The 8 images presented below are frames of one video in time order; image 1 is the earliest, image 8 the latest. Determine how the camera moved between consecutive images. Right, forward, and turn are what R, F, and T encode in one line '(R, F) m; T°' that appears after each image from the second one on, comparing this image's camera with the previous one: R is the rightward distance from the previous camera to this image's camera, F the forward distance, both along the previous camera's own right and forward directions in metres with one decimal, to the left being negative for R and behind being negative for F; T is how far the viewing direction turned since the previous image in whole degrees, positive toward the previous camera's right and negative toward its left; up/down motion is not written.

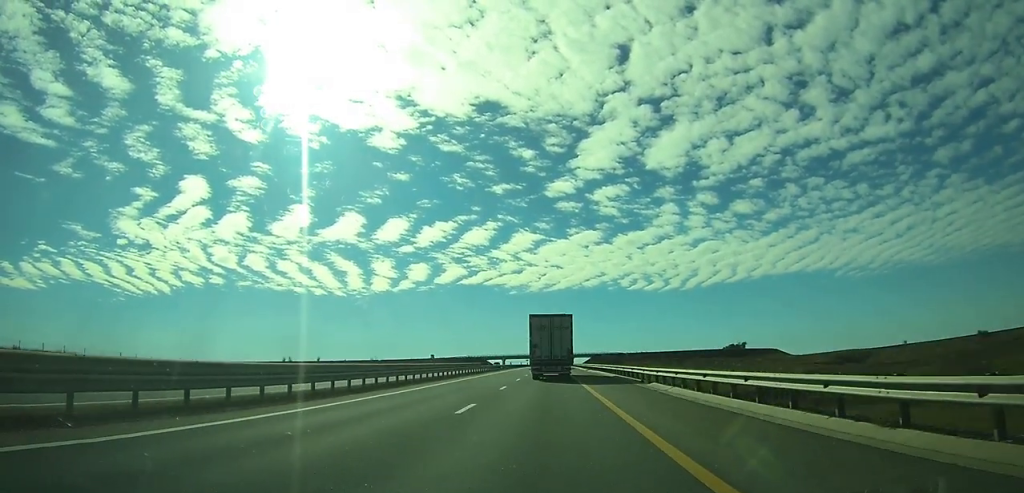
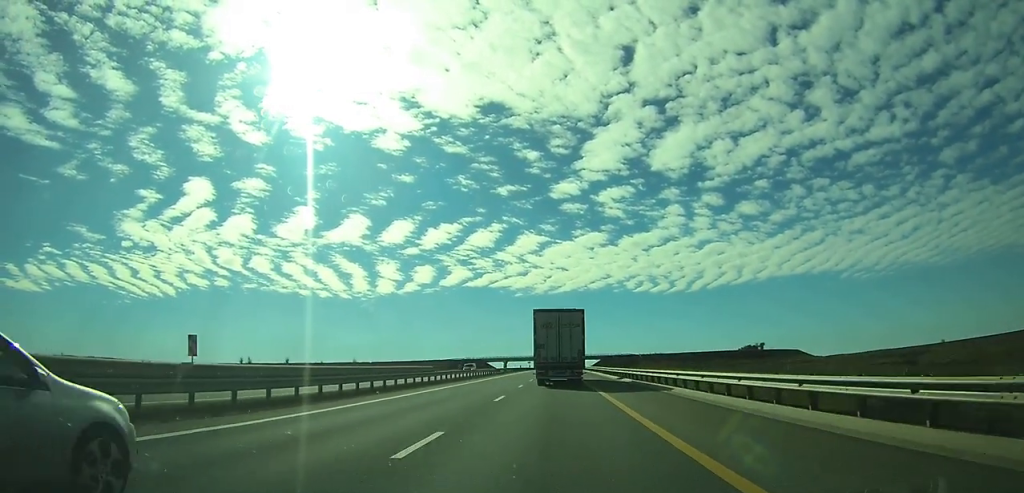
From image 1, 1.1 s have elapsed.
(-0.1, +30.6) m; 0°
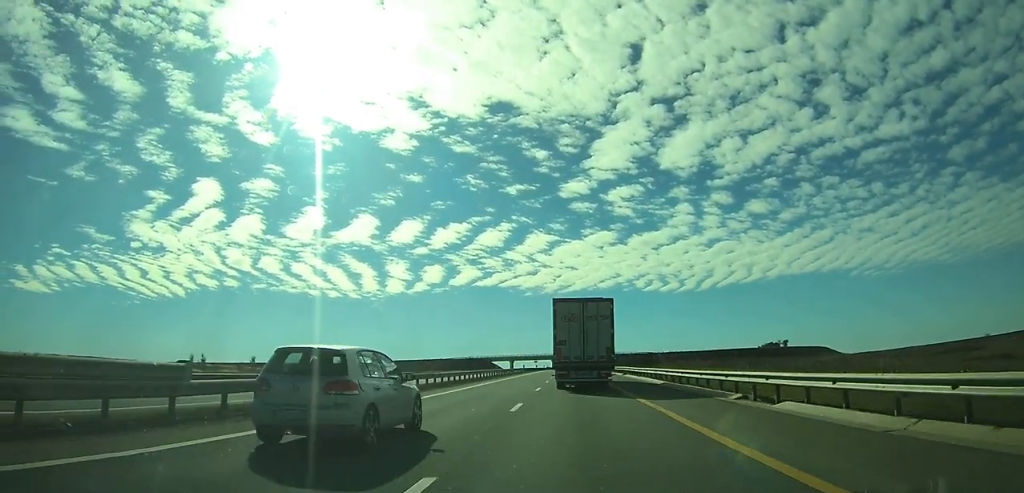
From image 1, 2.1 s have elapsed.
(0.0, +28.5) m; -1°
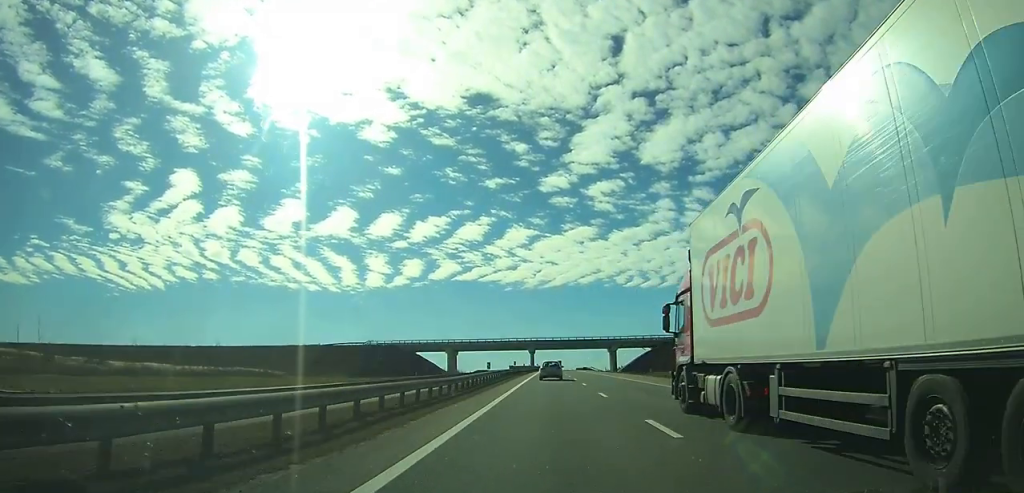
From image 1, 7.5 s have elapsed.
(+0.2, +150.0) m; +1°
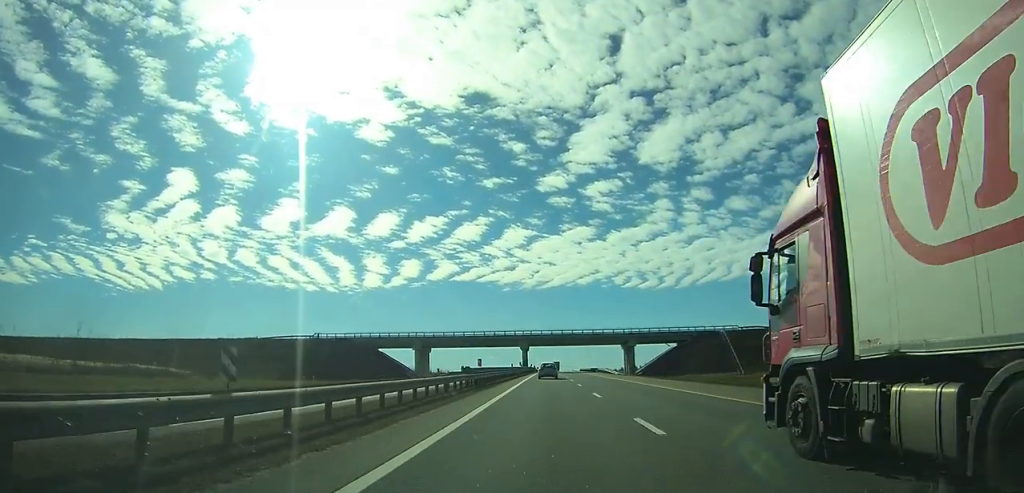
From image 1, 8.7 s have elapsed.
(+0.2, +34.8) m; 0°
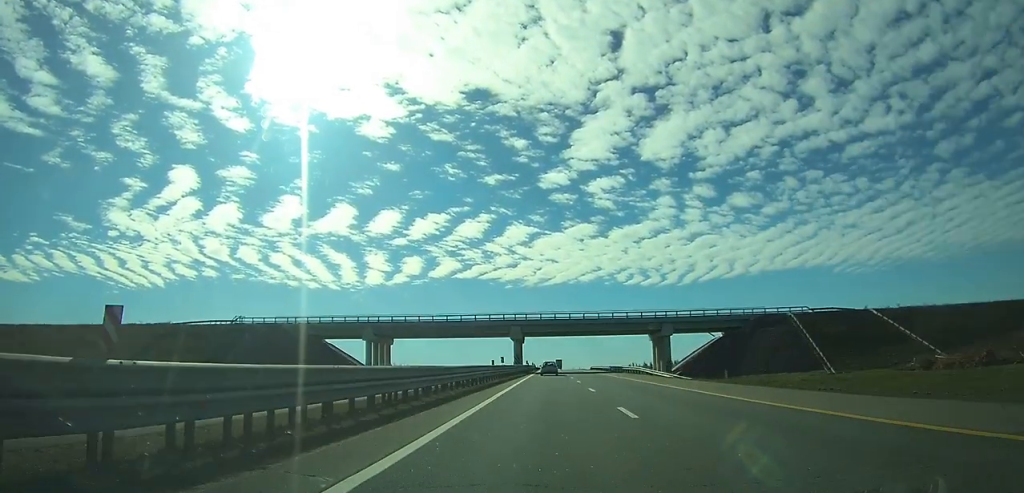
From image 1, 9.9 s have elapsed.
(+0.1, +32.9) m; 0°
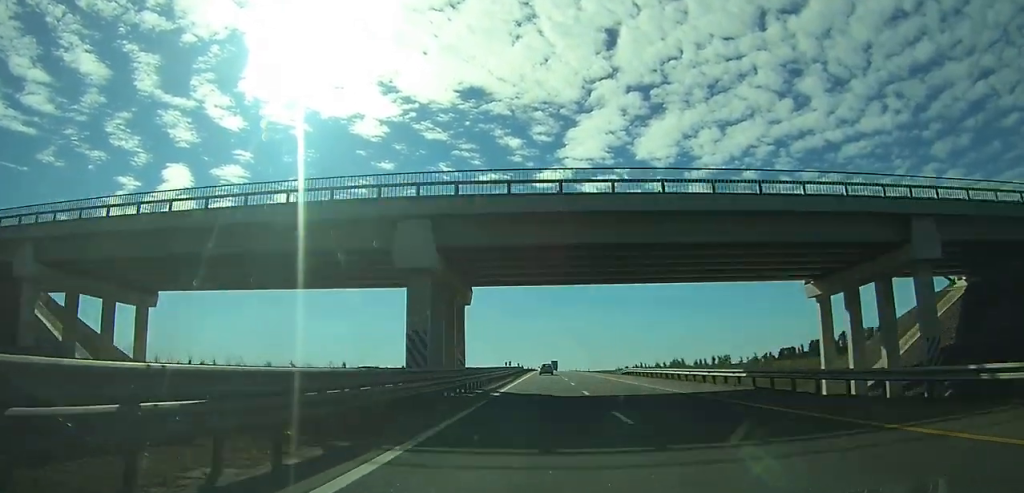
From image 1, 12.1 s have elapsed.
(+0.1, +60.4) m; 0°
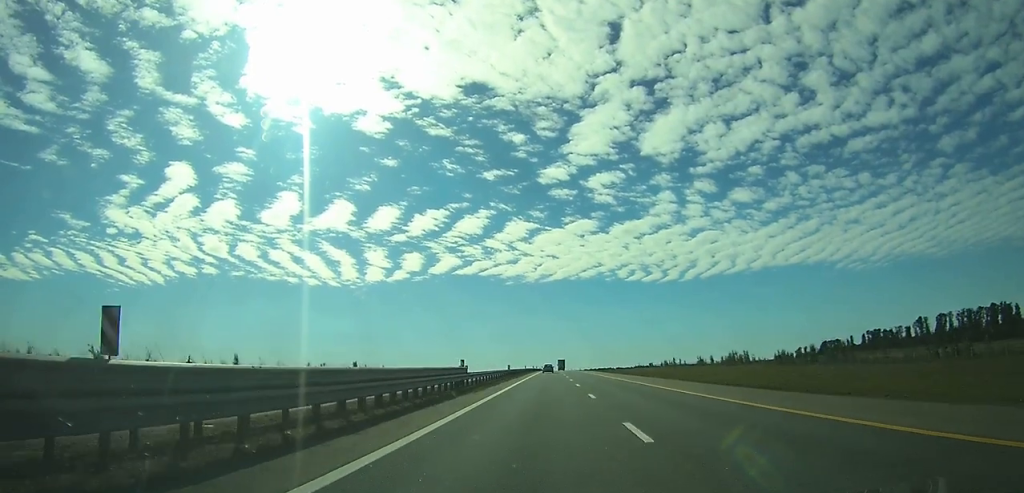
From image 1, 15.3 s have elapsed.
(-0.3, +86.5) m; 0°
